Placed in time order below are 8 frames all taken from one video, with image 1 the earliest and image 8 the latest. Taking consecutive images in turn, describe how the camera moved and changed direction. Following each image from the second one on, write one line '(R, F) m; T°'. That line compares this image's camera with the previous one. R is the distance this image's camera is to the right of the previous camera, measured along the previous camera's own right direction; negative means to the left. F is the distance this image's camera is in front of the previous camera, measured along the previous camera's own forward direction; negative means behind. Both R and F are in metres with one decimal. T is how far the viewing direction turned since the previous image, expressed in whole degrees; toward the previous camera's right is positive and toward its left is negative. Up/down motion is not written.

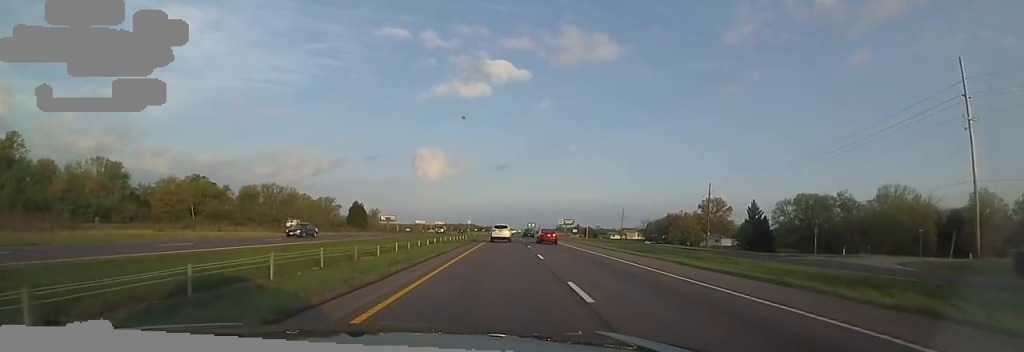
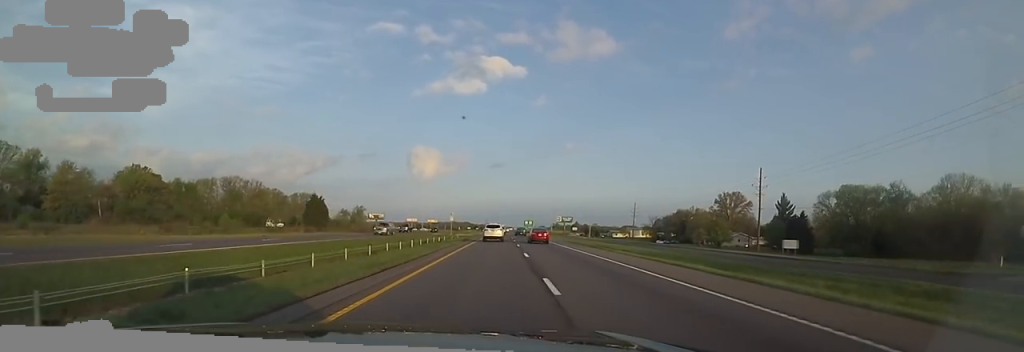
(+0.1, +23.6) m; +1°
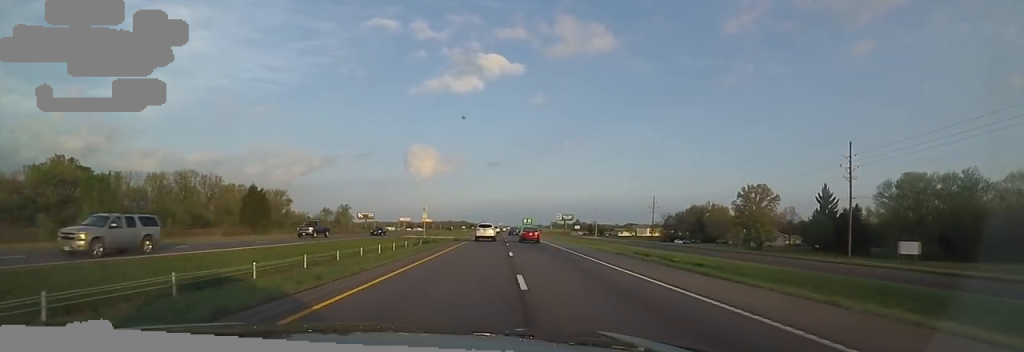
(-0.1, +23.6) m; +1°
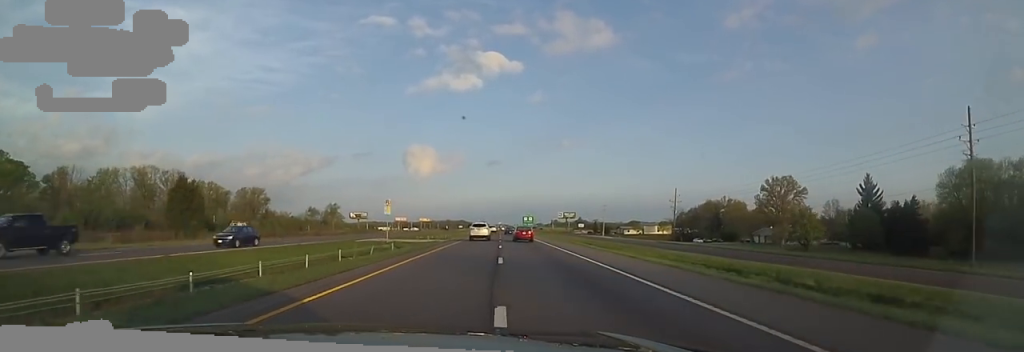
(+0.4, +18.1) m; 0°
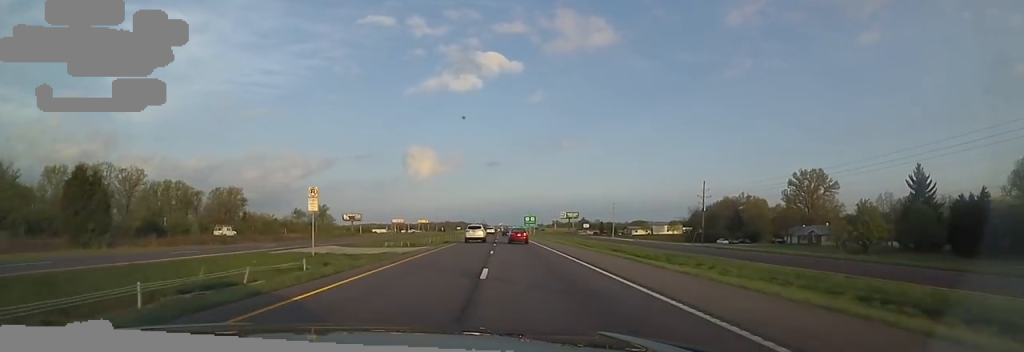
(+0.5, +17.0) m; 0°
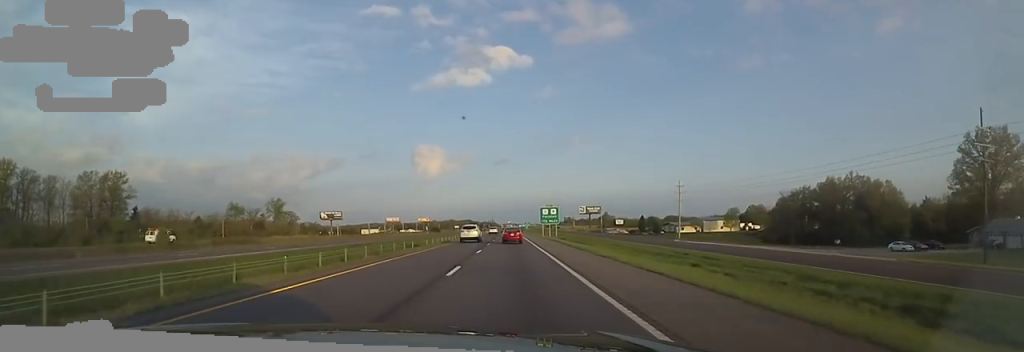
(-2.4, +61.1) m; -2°
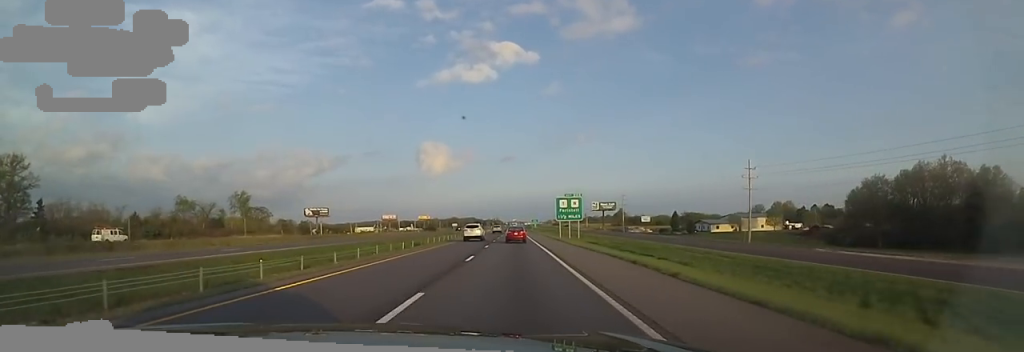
(+0.1, +31.6) m; 0°
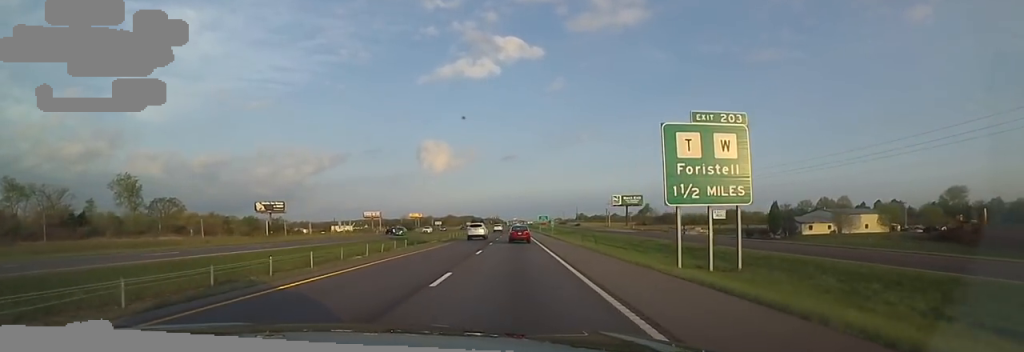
(-0.1, +56.9) m; 0°
